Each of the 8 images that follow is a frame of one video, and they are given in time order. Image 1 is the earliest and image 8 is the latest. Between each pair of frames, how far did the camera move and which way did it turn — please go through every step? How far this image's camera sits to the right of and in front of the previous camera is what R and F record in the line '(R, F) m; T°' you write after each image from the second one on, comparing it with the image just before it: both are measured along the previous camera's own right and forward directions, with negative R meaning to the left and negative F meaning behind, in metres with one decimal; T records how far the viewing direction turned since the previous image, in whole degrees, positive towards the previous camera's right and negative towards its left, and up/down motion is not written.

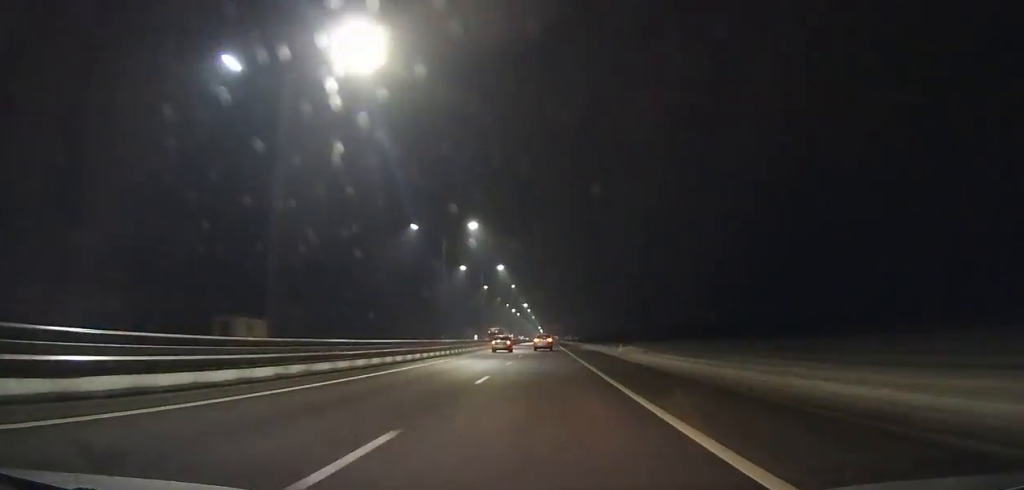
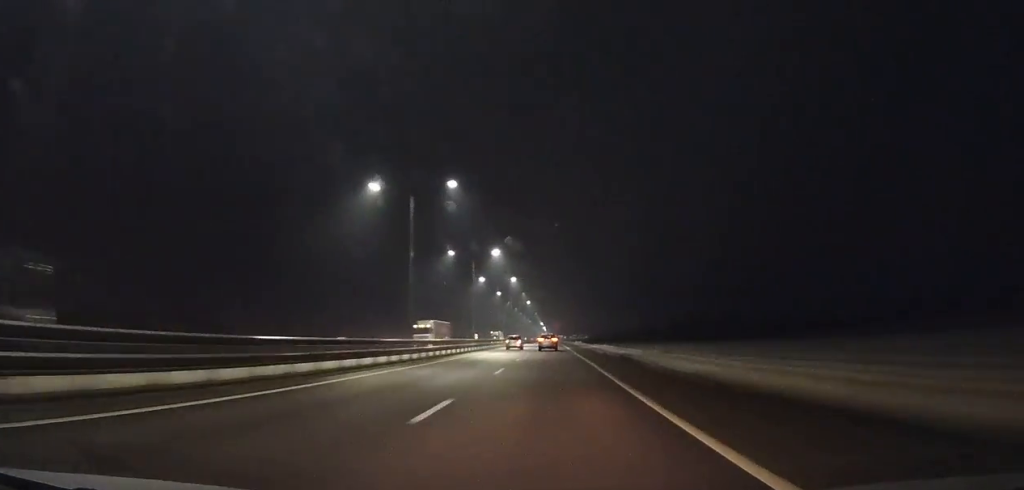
(-0.2, +101.6) m; 0°
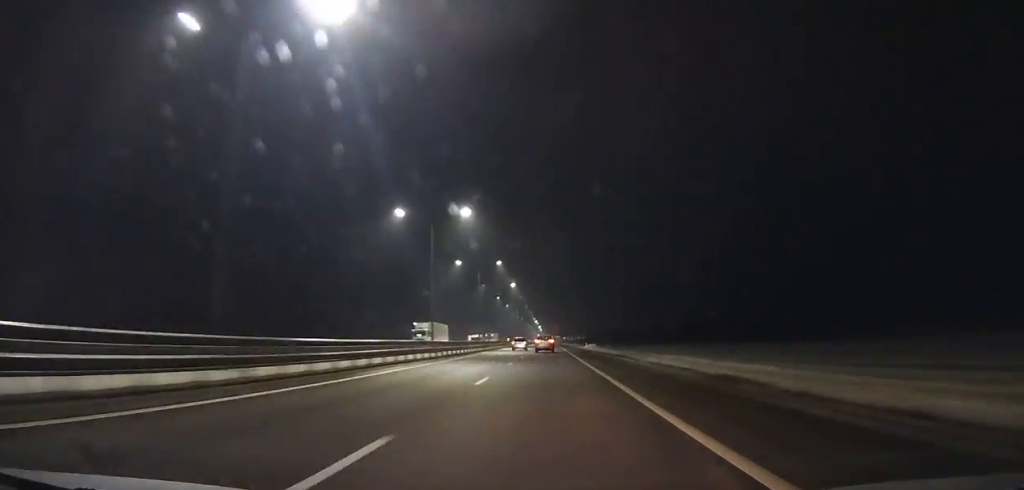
(0.0, +51.8) m; 0°
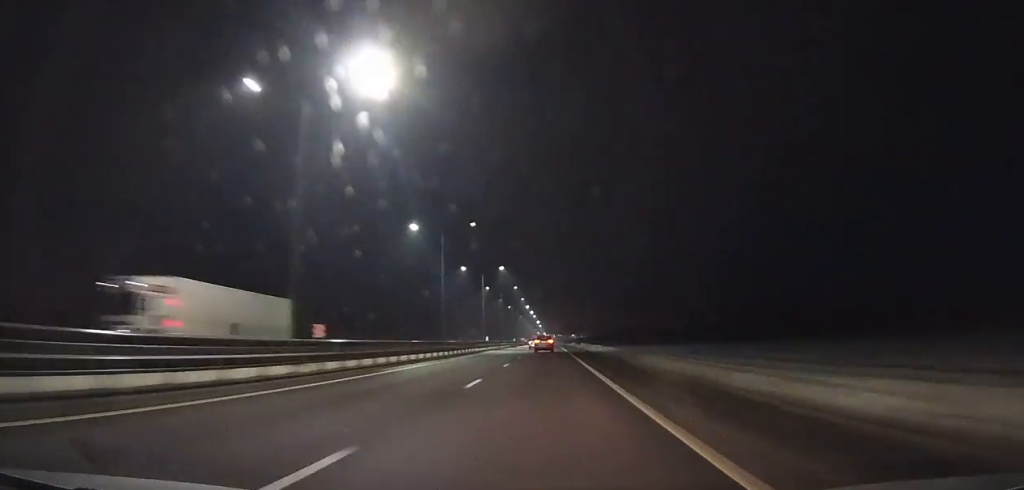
(+0.1, +85.5) m; 0°
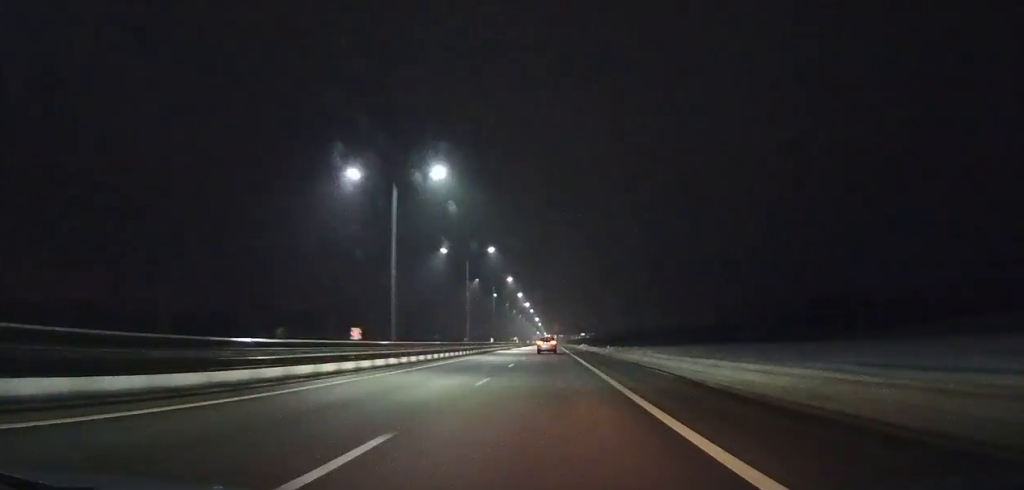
(-0.3, +47.0) m; 0°
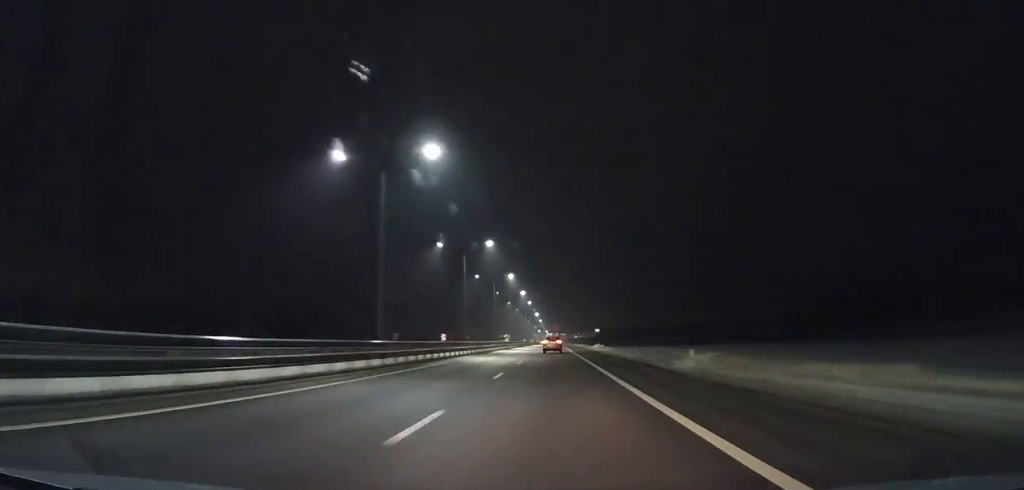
(0.0, +34.2) m; 0°
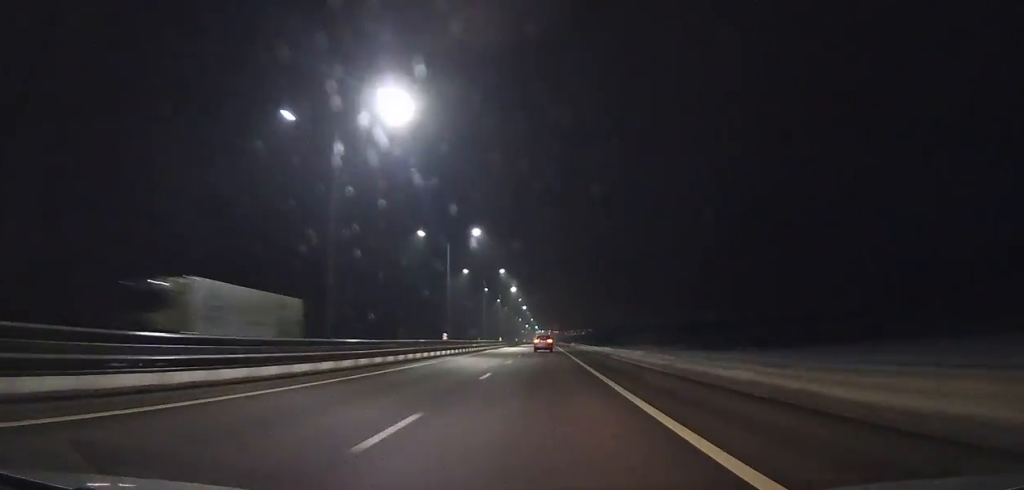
(+0.1, +95.5) m; 0°
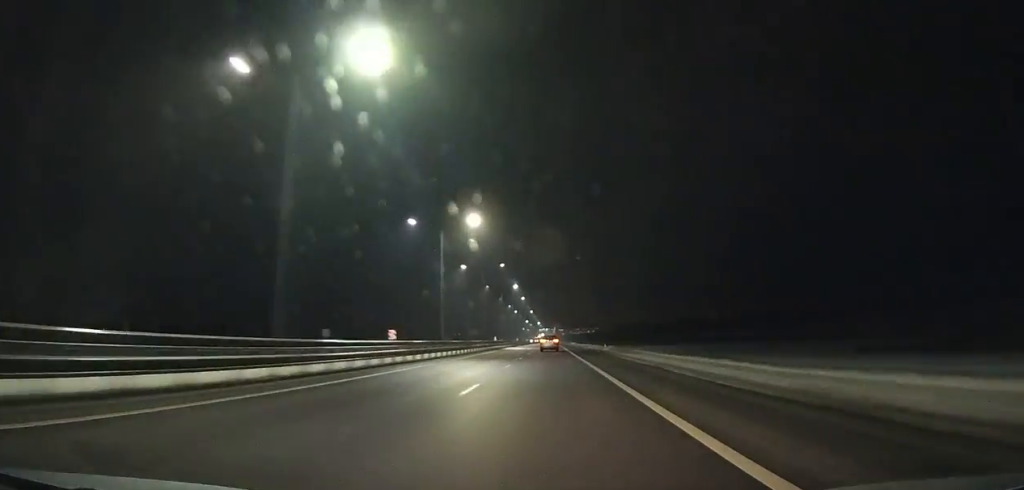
(0.0, +64.3) m; 0°
